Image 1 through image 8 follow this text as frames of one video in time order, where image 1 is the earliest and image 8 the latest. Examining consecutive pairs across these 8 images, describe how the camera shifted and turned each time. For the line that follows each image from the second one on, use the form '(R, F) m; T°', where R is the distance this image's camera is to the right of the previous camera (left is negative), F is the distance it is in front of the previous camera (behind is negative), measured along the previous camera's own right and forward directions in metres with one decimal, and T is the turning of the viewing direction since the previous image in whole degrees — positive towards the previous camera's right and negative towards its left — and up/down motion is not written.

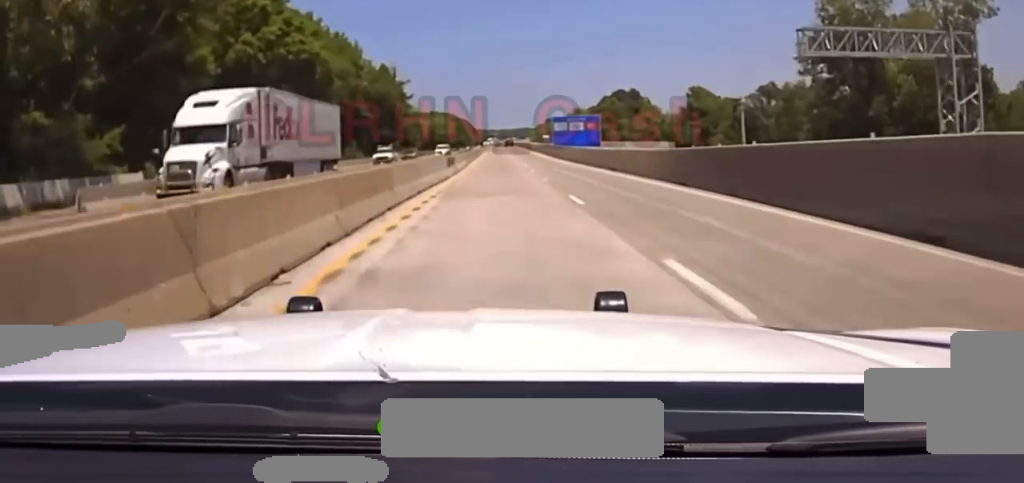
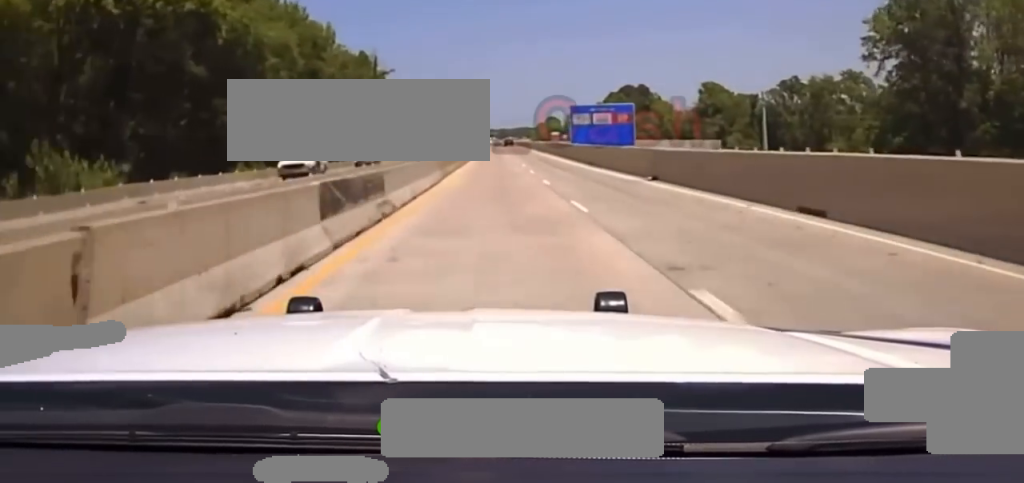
(-0.1, +26.0) m; 0°
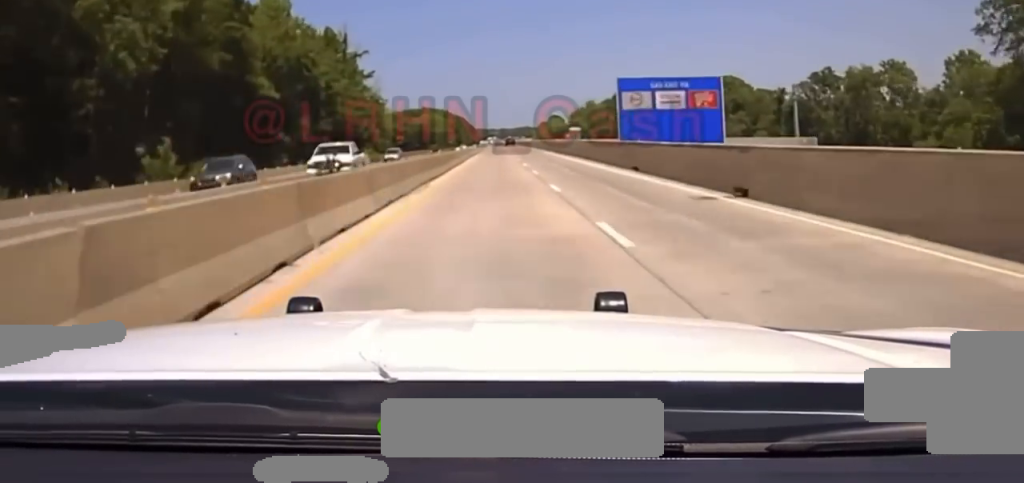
(-0.1, +29.9) m; 0°
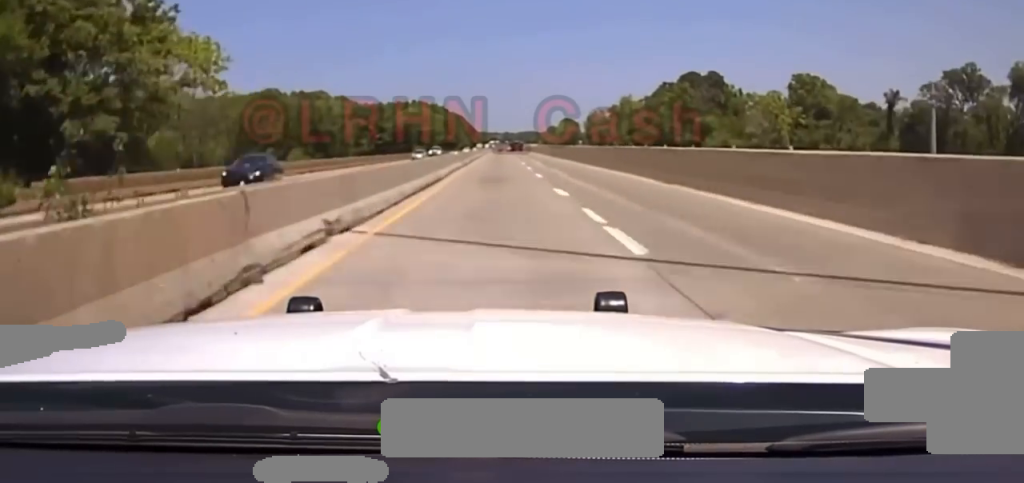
(0.0, +85.7) m; 0°
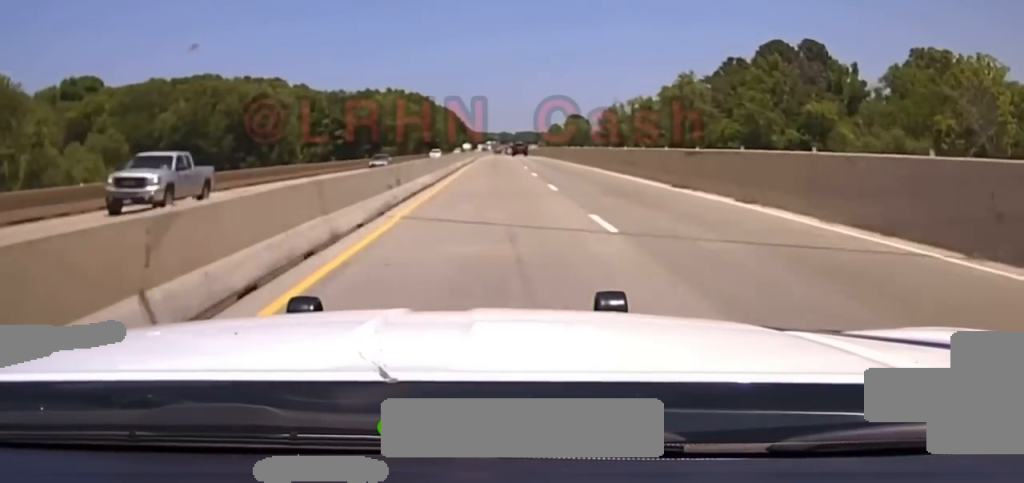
(+0.2, +92.7) m; 0°
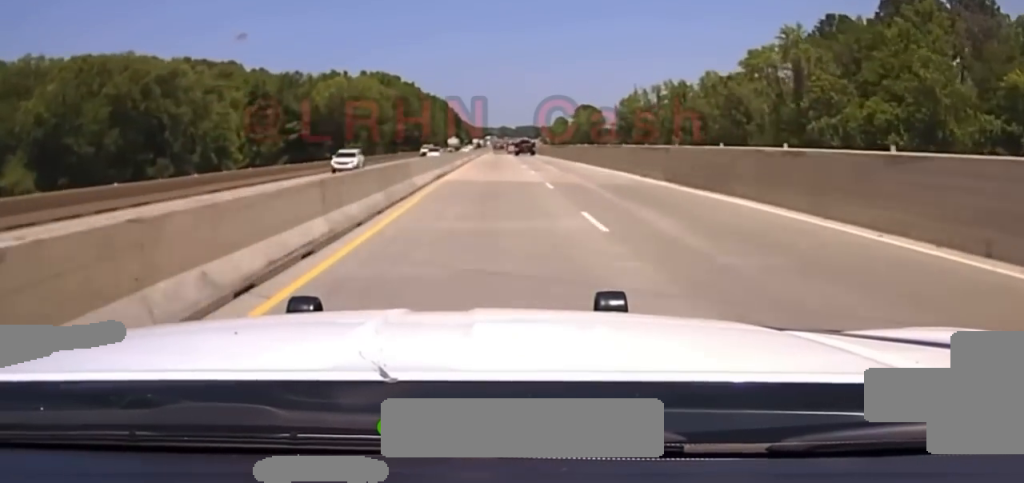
(-0.1, +62.3) m; 0°
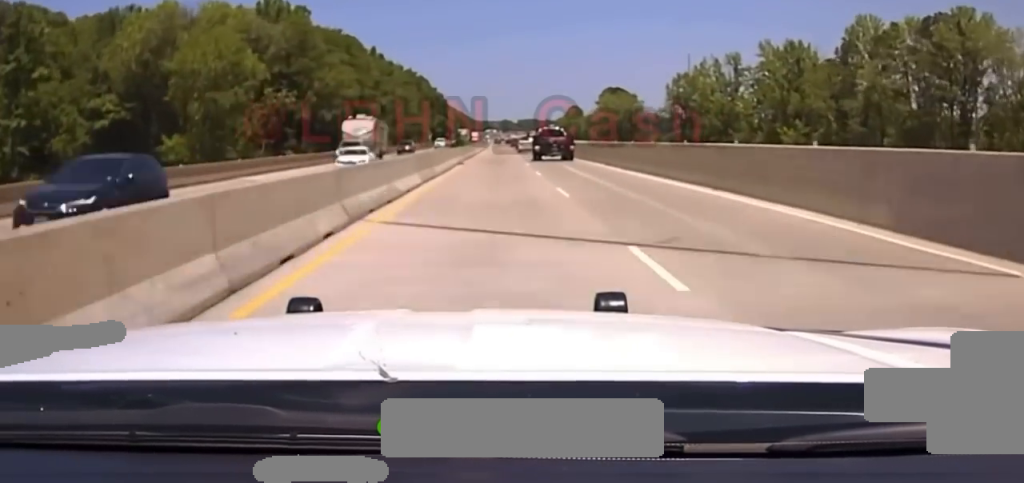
(0.0, +91.5) m; 0°
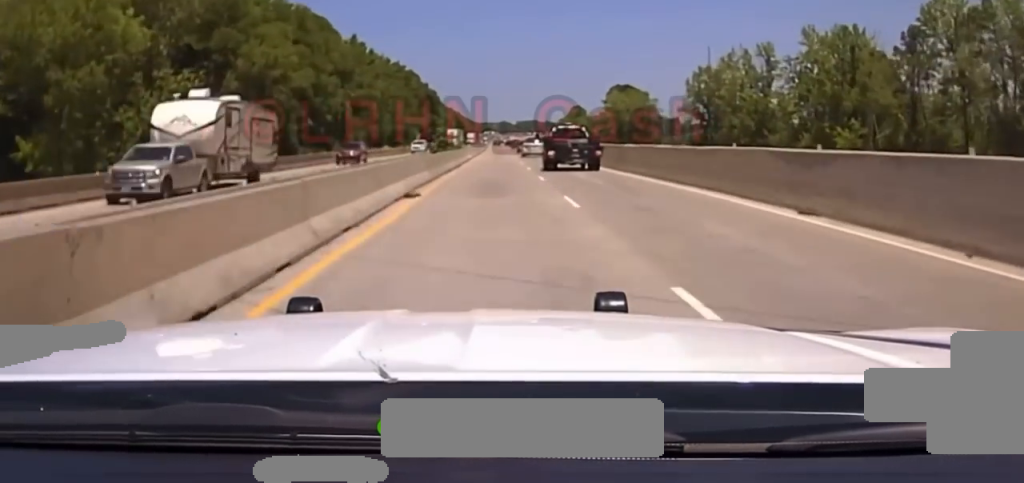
(0.0, +25.4) m; 0°
